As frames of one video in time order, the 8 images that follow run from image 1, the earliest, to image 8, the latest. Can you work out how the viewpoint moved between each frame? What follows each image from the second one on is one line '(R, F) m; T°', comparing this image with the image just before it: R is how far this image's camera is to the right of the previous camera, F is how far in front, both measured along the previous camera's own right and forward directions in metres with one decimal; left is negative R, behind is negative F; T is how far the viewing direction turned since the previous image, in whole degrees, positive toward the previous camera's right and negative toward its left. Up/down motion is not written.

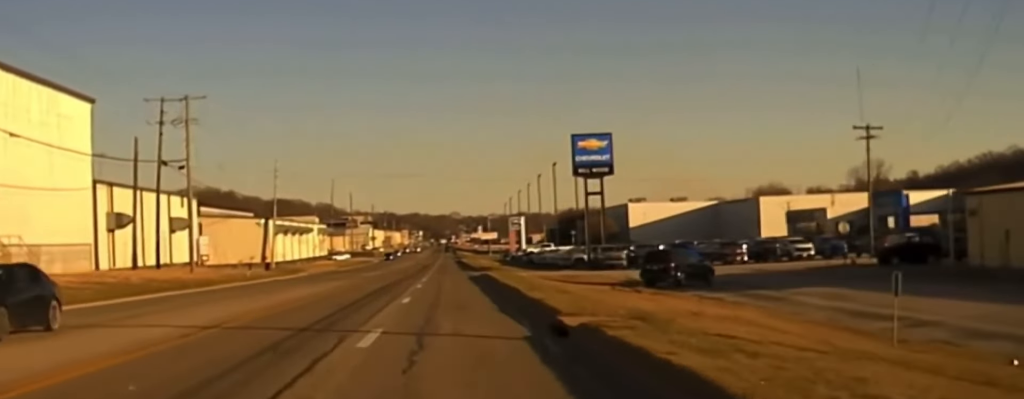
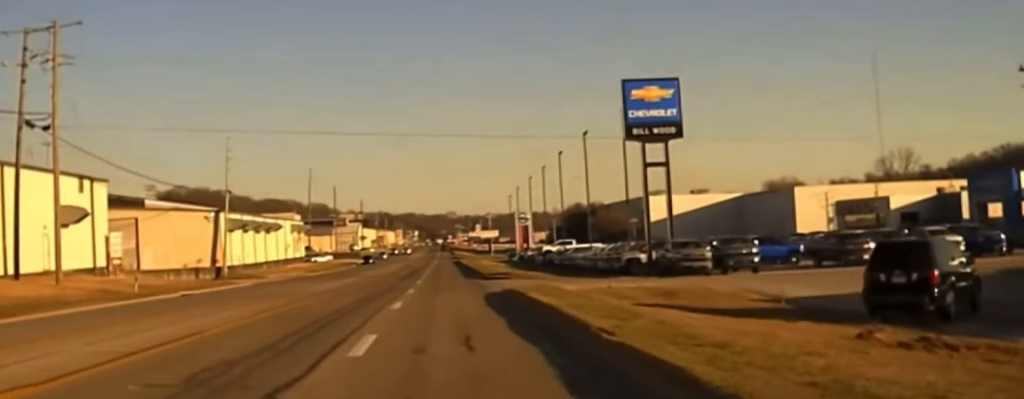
(-0.1, +28.7) m; 0°
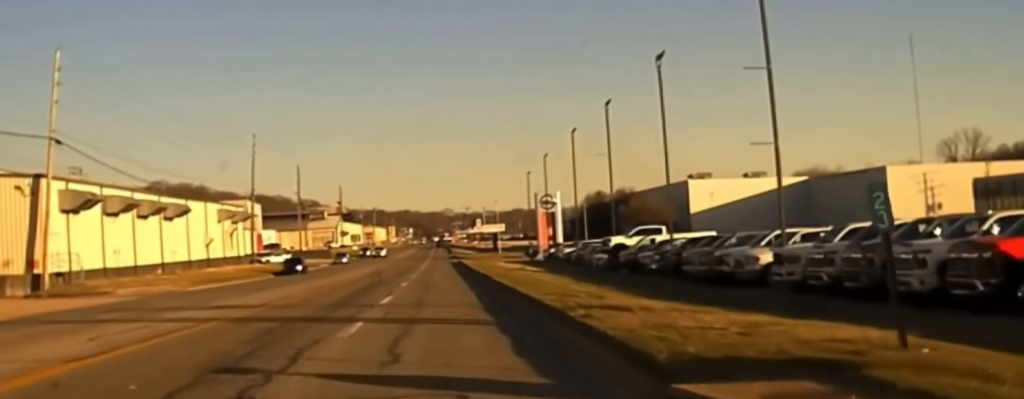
(+0.5, +52.3) m; +1°
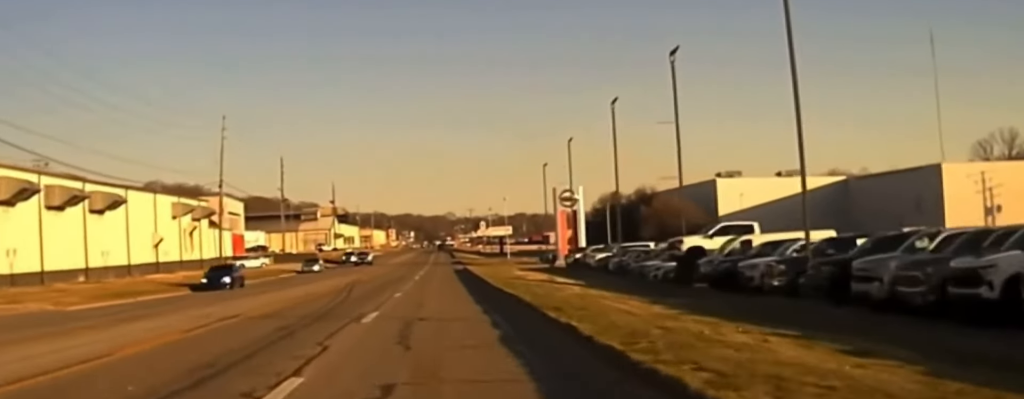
(0.0, +18.7) m; 0°
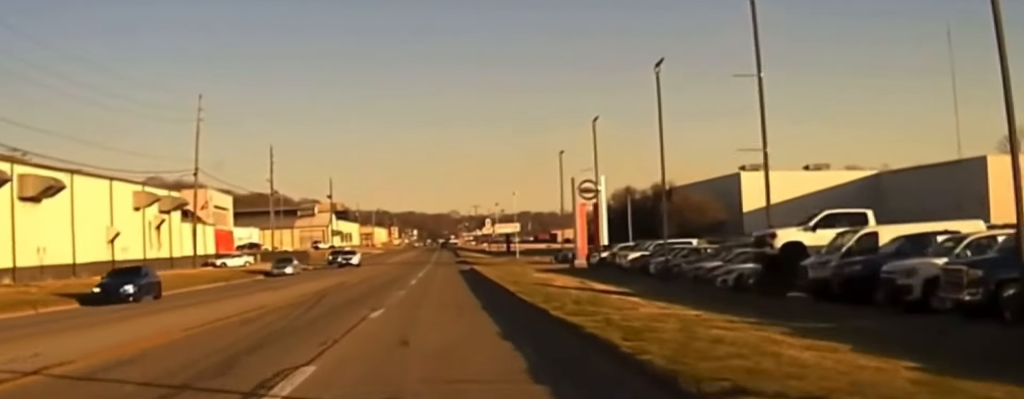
(0.0, +10.5) m; 0°
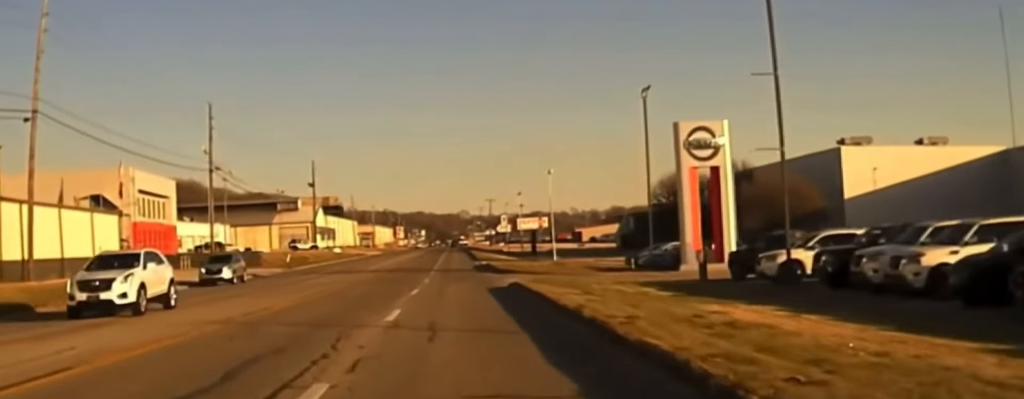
(-0.5, +35.9) m; -1°
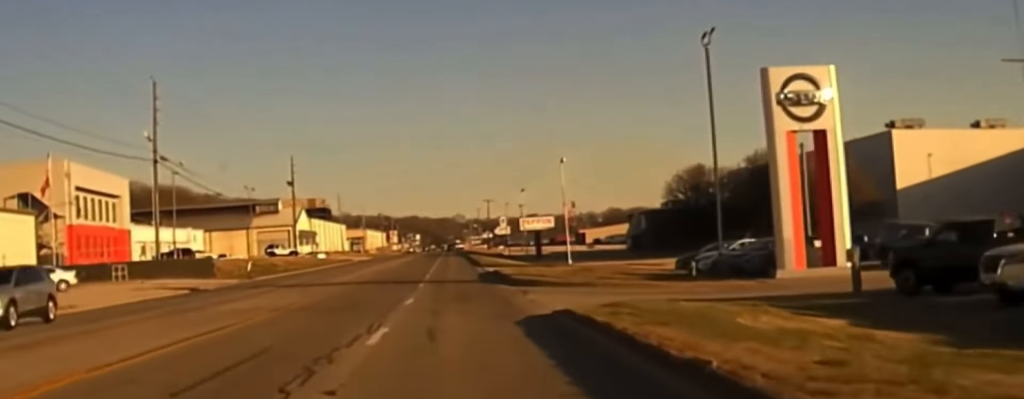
(0.0, +14.9) m; +1°
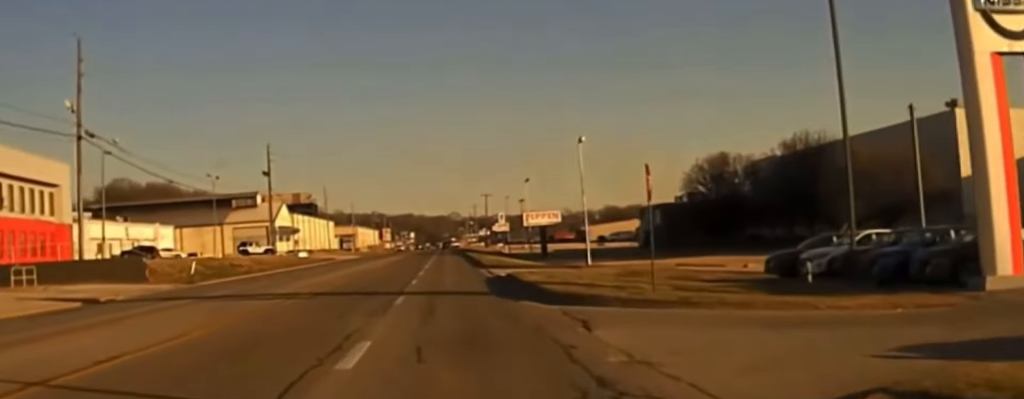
(+0.1, +16.4) m; +1°
